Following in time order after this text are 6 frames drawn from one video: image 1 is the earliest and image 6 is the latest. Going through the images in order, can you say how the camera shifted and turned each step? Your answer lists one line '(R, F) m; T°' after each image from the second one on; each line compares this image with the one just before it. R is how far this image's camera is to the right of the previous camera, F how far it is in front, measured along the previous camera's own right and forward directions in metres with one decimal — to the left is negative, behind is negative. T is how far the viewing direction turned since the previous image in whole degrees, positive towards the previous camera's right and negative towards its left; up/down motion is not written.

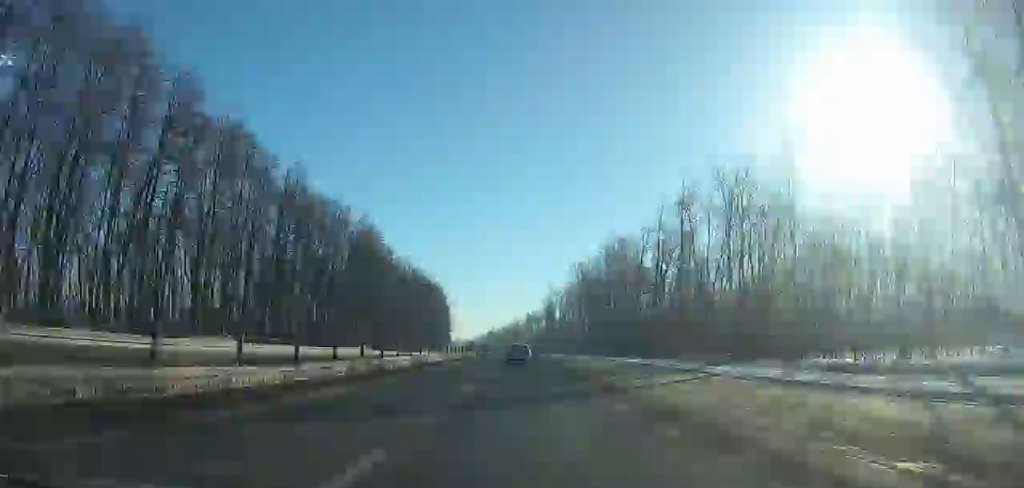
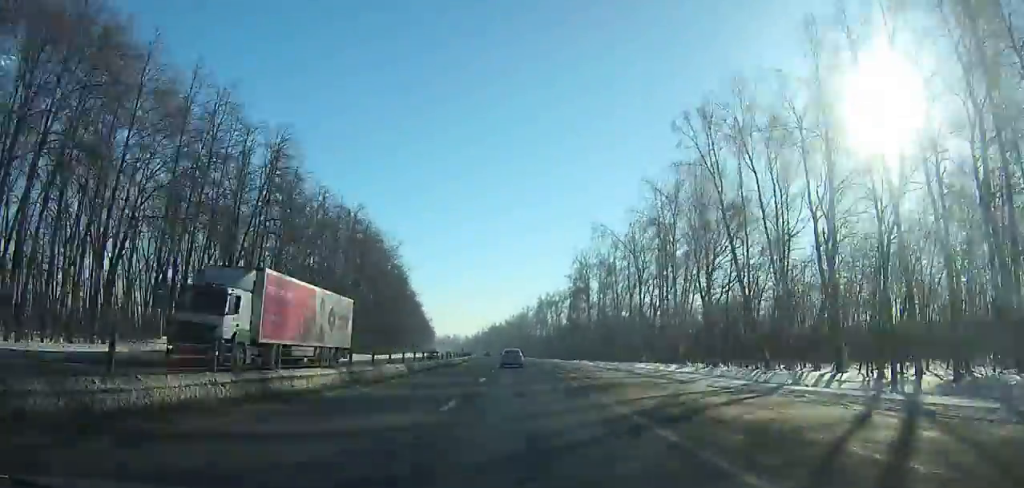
(+26.6, +92.4) m; +3°
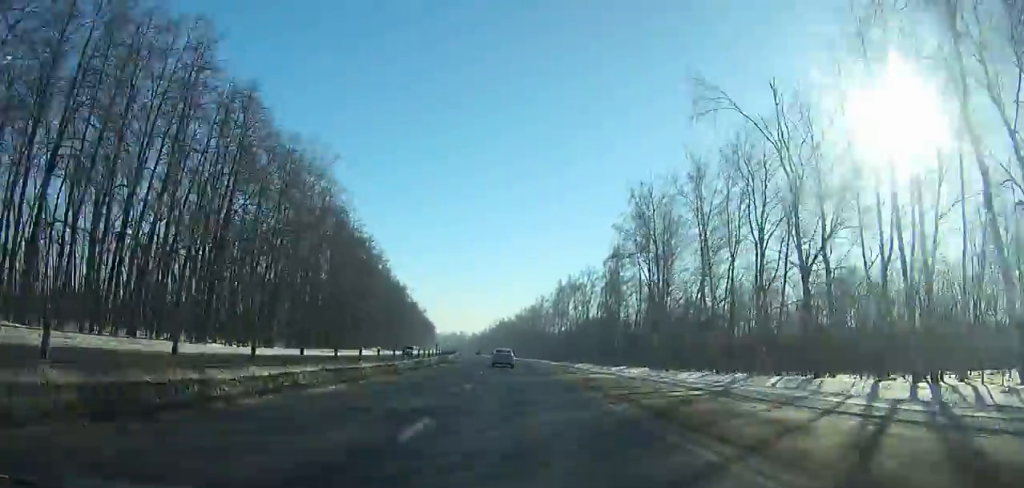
(-7.5, +51.4) m; -10°
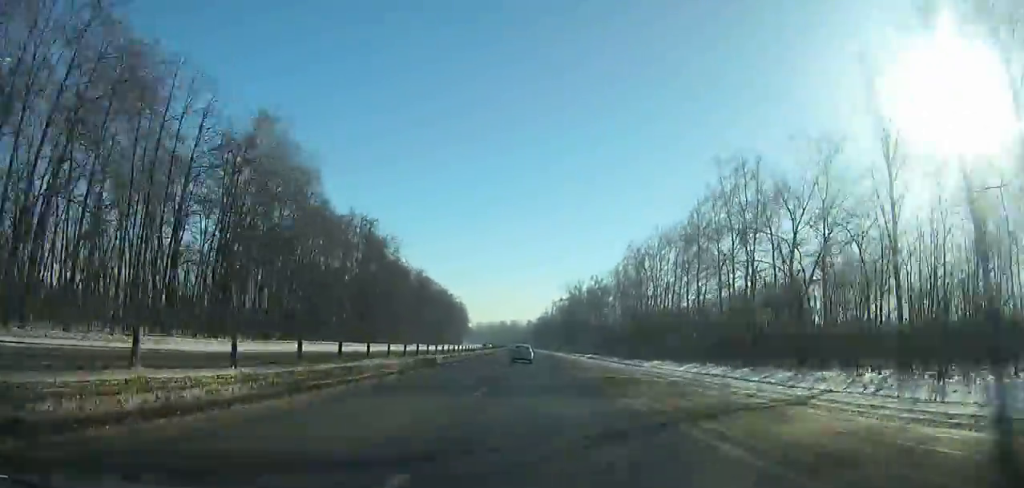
(-5.5, +160.1) m; 0°
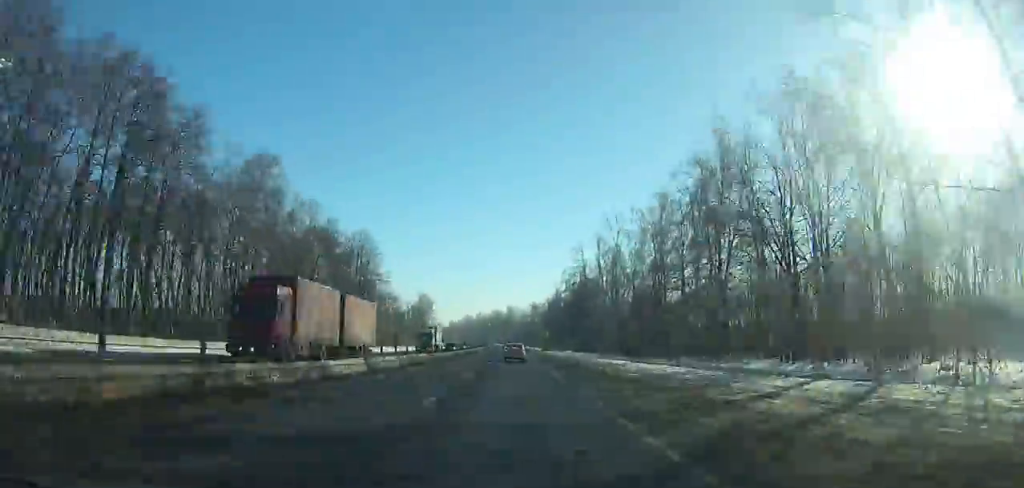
(-9.1, +166.5) m; -6°
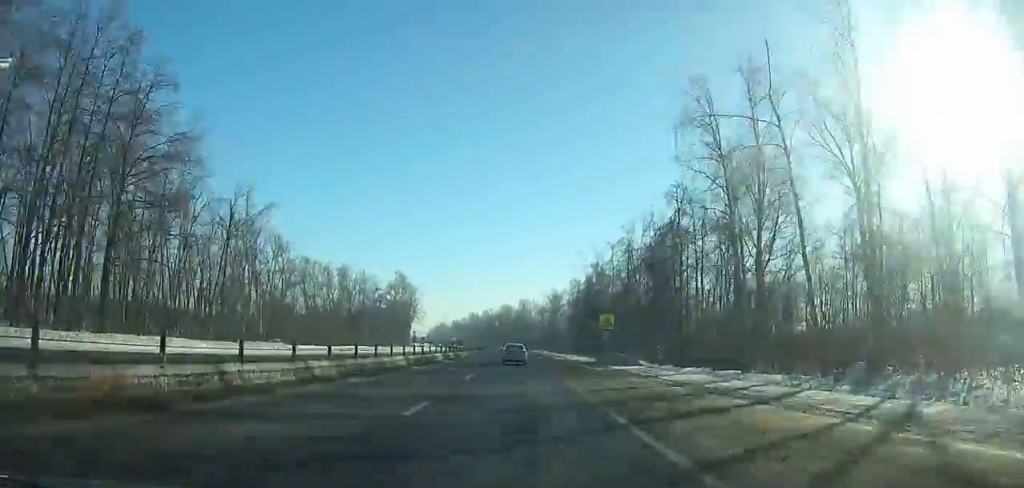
(+2.1, +72.3) m; +1°
